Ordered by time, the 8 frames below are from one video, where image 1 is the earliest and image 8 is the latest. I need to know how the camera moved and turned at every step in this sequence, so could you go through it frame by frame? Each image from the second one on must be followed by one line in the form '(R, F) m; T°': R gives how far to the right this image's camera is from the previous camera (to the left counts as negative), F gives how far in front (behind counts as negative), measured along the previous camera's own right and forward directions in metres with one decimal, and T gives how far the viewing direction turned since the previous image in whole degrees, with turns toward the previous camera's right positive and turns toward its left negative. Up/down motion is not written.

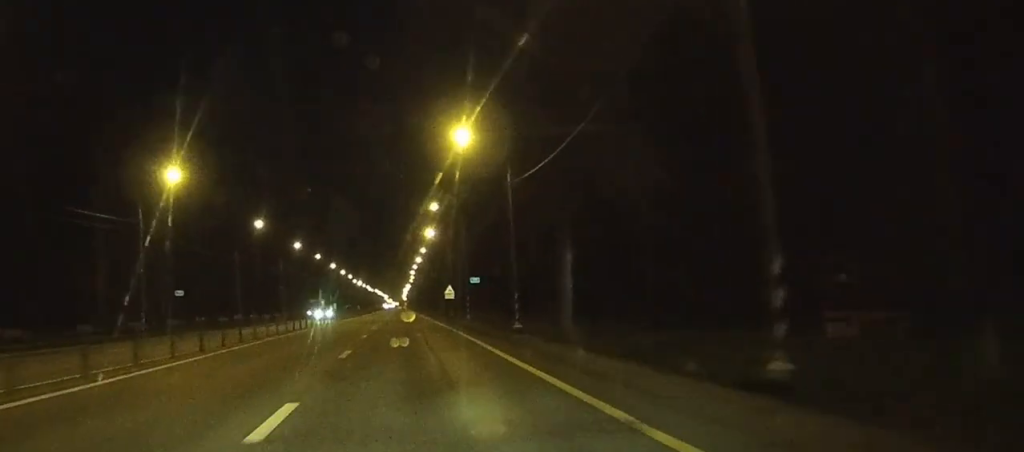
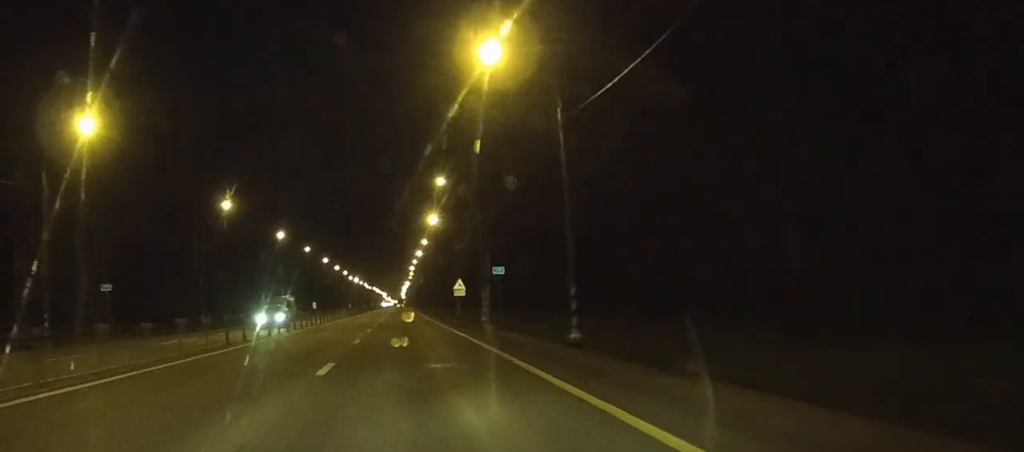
(0.0, +20.2) m; 0°
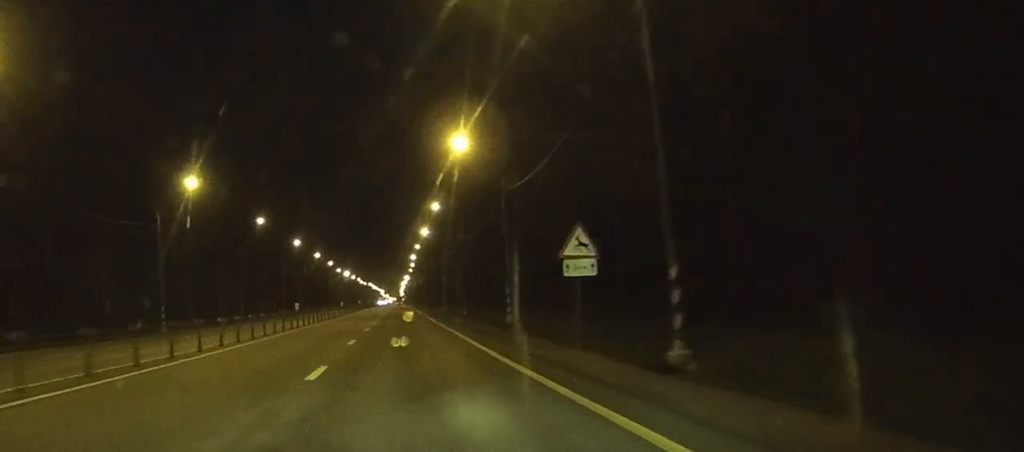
(+0.2, +58.6) m; 0°
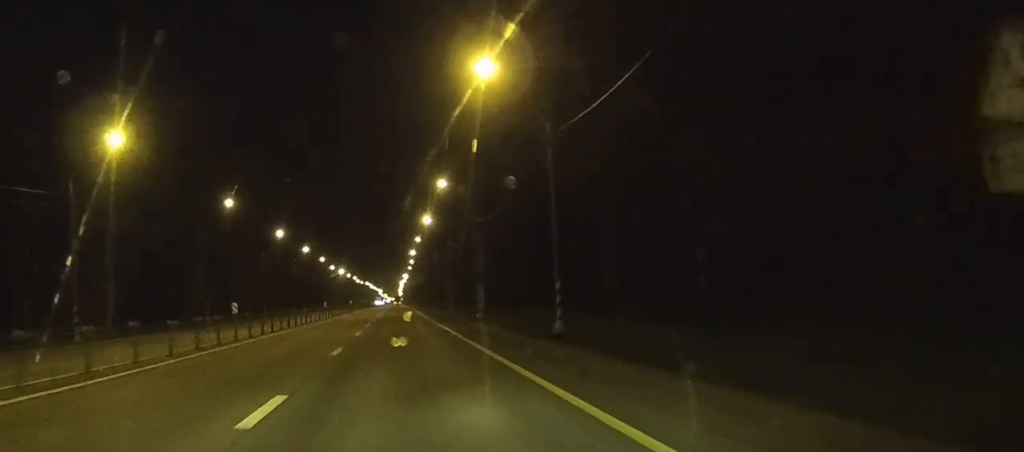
(0.0, +18.4) m; 0°
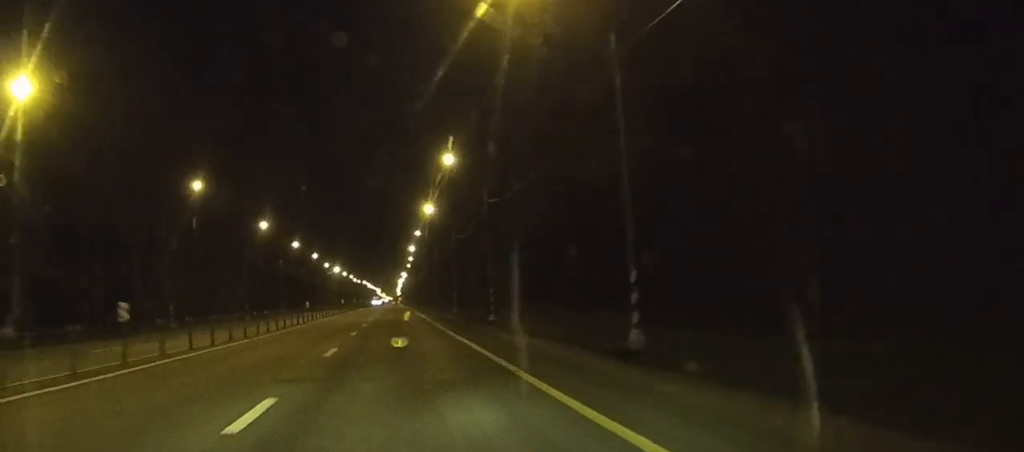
(0.0, +11.0) m; 0°
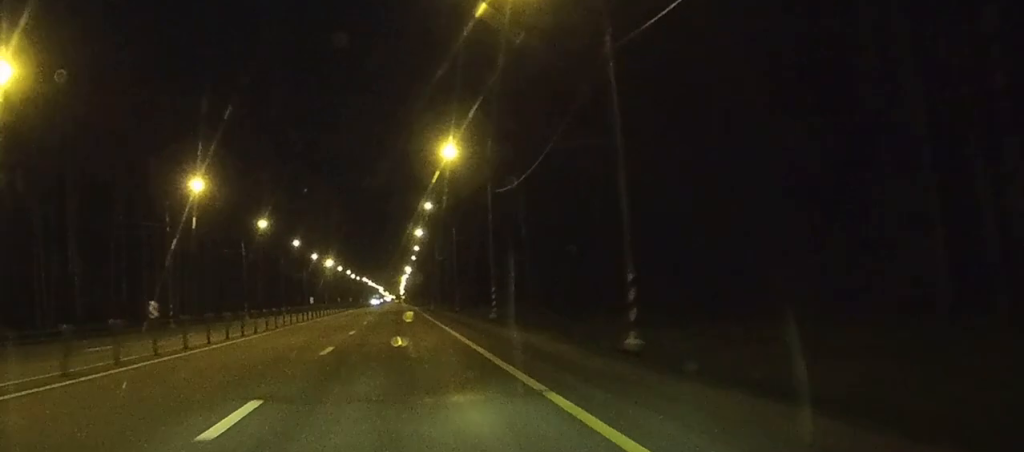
(+0.1, +32.4) m; 0°
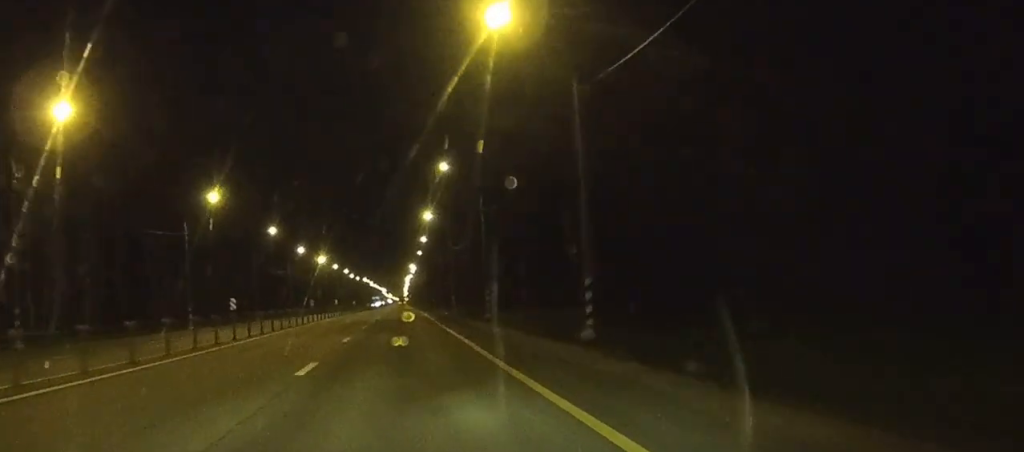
(0.0, +29.0) m; 0°
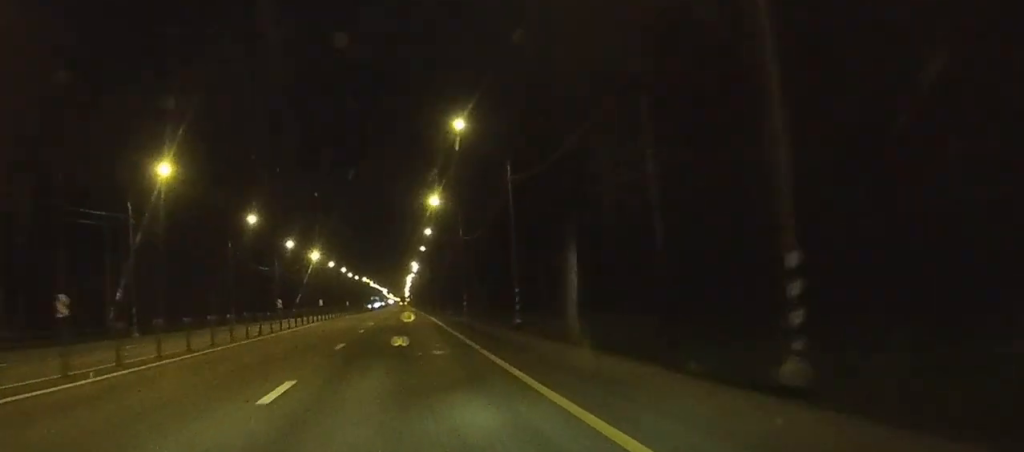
(0.0, +15.4) m; 0°
